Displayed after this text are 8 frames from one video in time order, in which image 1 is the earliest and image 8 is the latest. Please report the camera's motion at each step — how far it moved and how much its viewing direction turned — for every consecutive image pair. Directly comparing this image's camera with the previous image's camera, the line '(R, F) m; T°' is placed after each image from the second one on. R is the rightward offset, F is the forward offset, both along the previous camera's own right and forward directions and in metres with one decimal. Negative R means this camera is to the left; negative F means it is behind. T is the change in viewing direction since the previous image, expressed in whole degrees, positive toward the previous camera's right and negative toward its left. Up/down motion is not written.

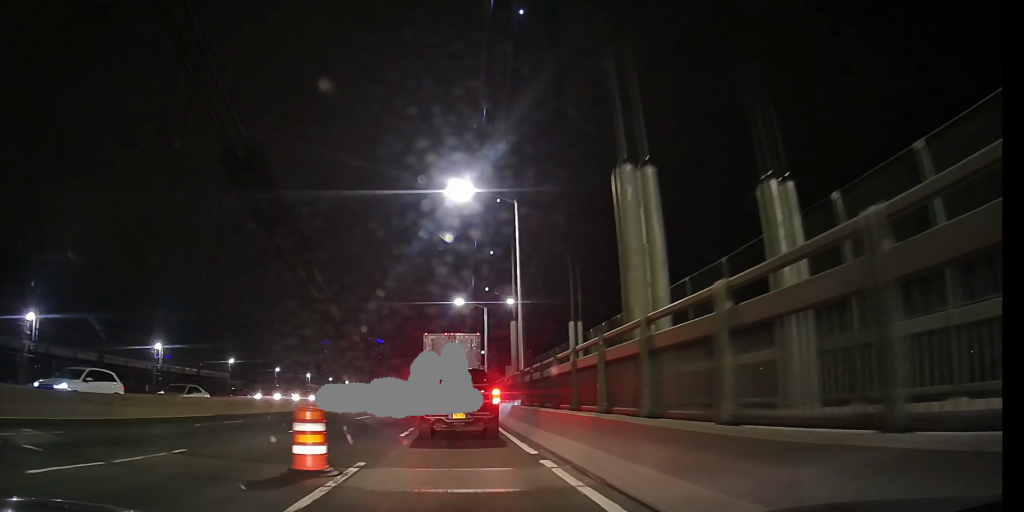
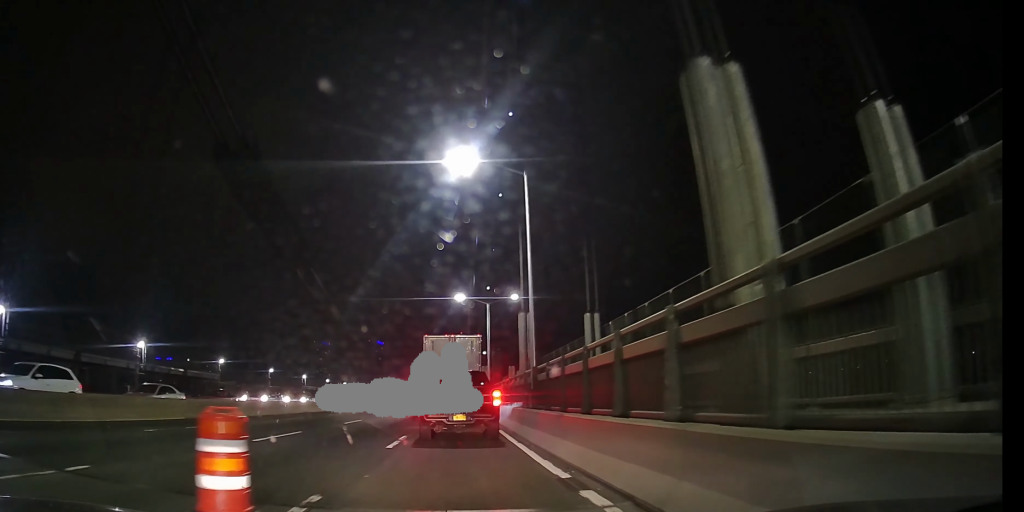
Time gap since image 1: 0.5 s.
(+0.1, +3.4) m; 0°
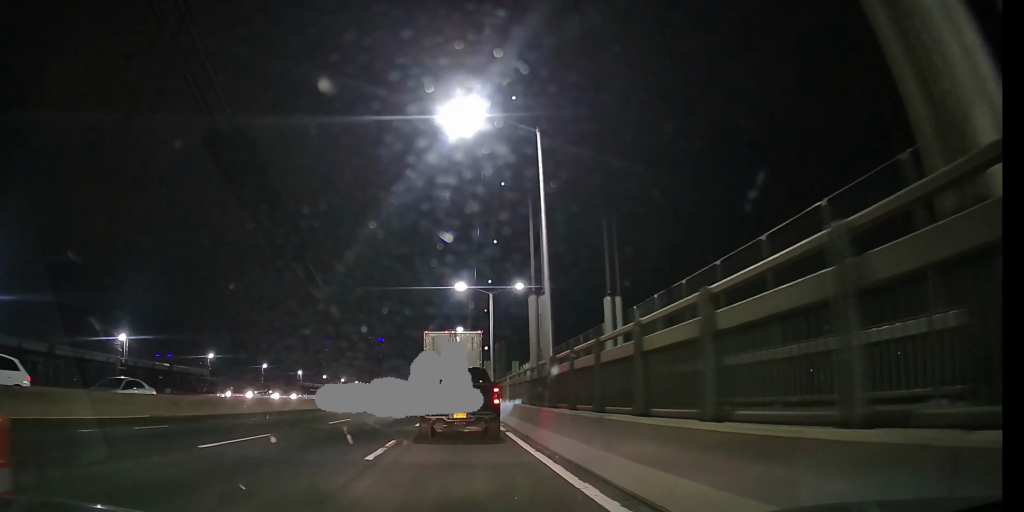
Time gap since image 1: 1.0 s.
(0.0, +3.3) m; 0°
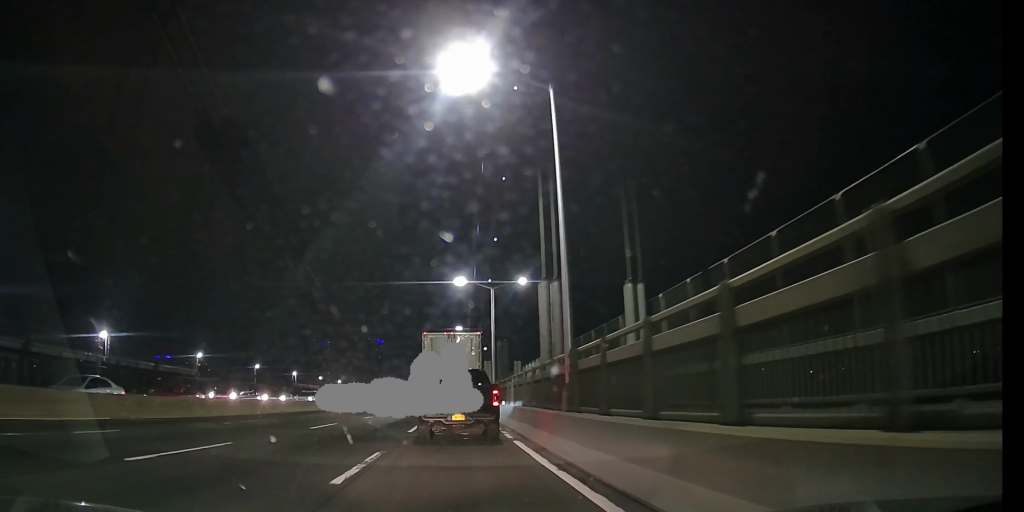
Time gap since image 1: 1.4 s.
(-0.1, +2.8) m; +1°
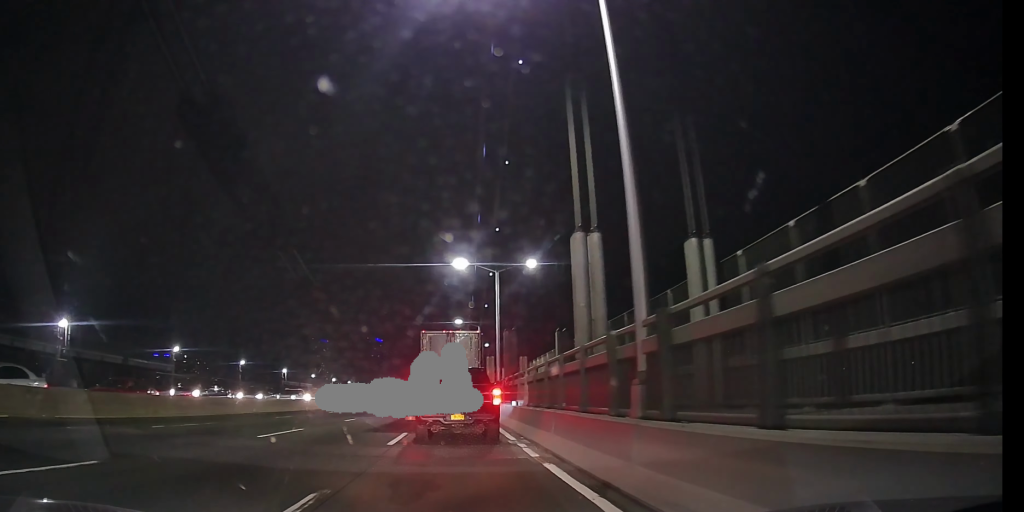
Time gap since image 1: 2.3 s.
(+0.2, +5.5) m; +1°
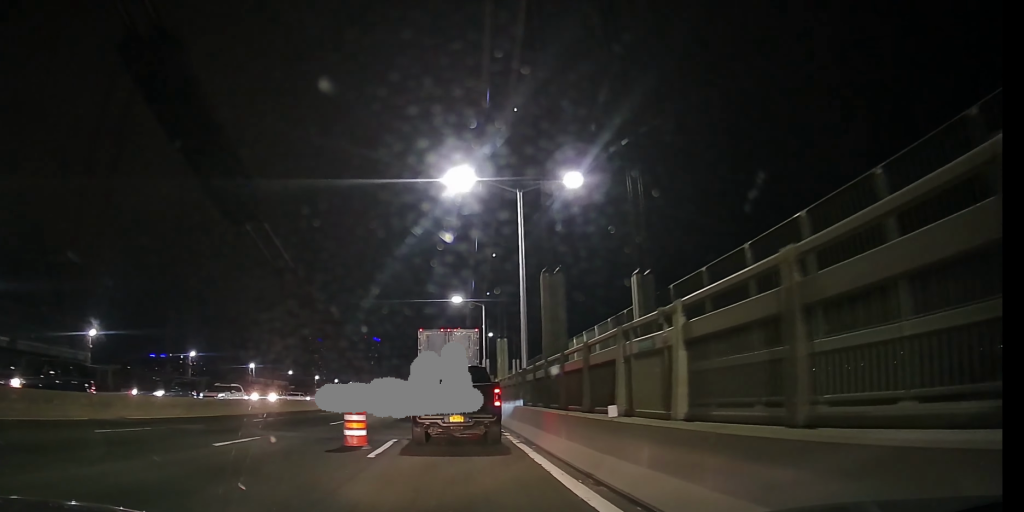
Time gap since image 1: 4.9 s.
(-0.3, +15.4) m; 0°
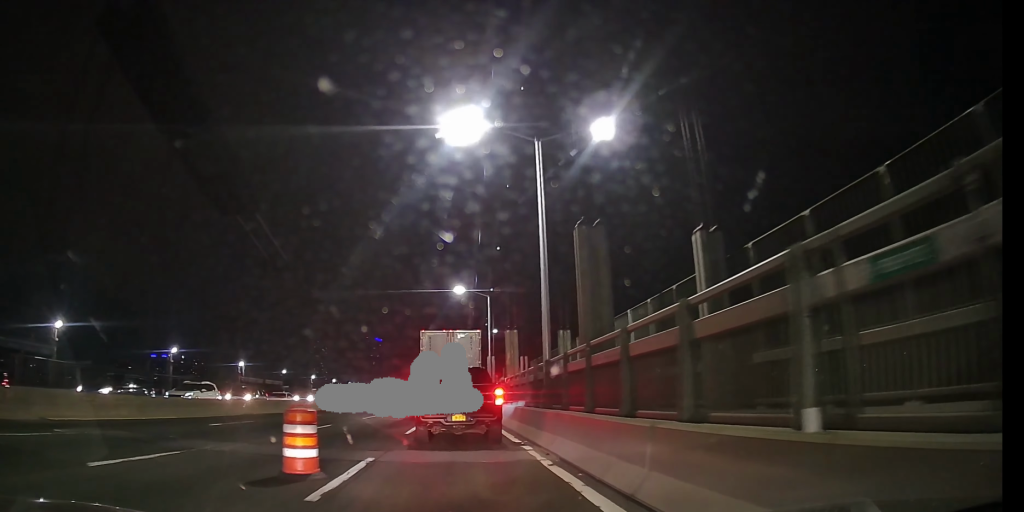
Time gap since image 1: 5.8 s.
(0.0, +5.0) m; -3°
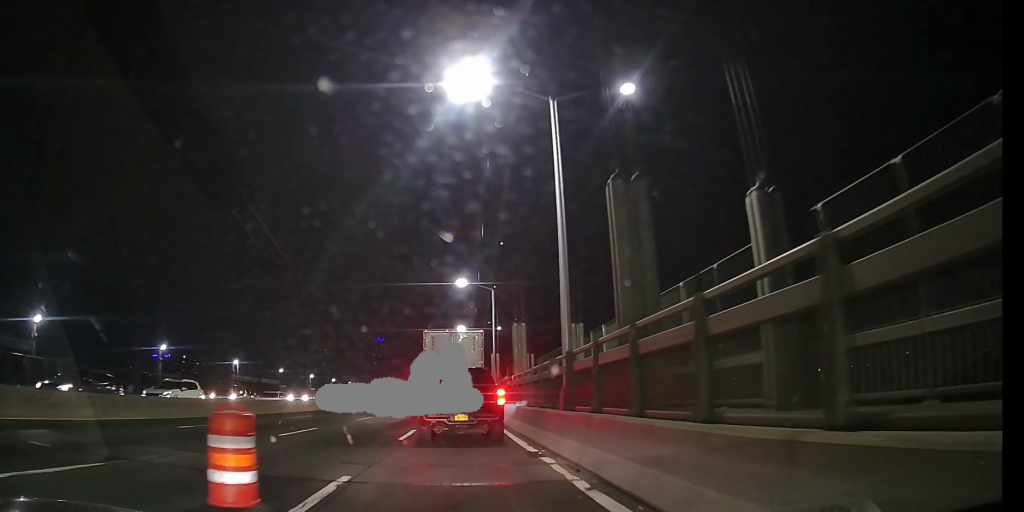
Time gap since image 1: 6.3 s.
(-0.2, +2.7) m; 0°
